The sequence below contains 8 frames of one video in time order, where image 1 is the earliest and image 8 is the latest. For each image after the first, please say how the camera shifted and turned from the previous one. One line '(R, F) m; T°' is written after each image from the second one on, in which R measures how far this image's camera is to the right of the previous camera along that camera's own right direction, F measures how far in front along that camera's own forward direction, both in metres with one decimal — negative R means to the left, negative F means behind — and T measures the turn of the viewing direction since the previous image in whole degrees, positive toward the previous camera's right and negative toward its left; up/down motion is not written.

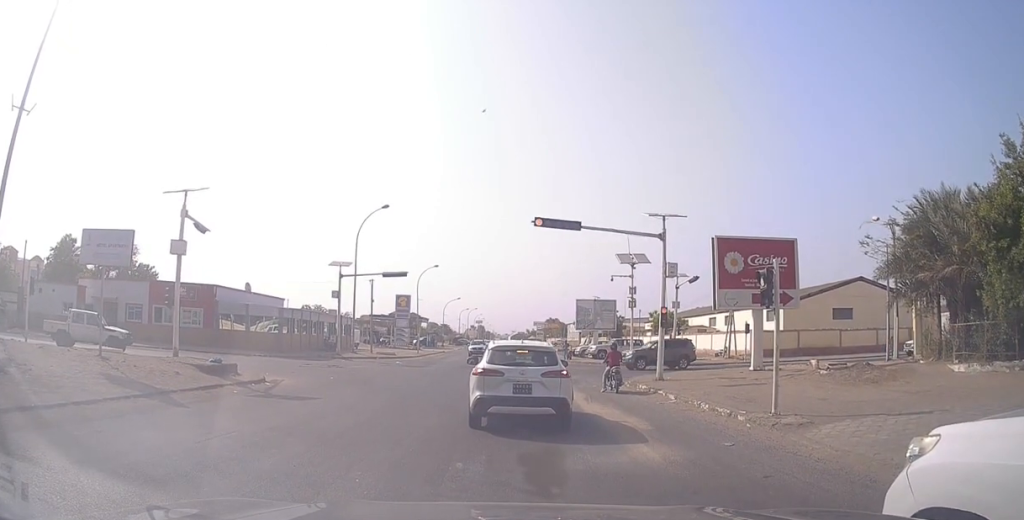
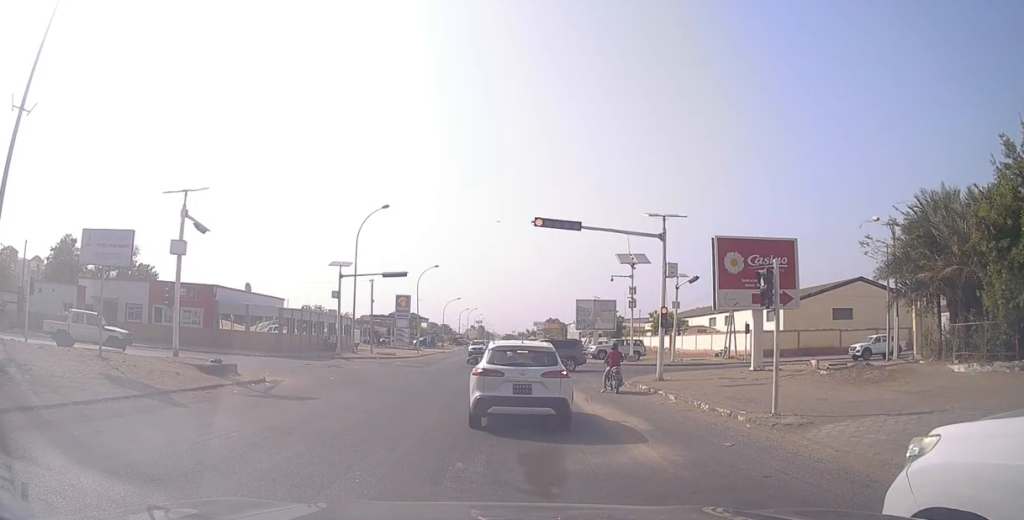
(0.0, 0.0) m; 0°
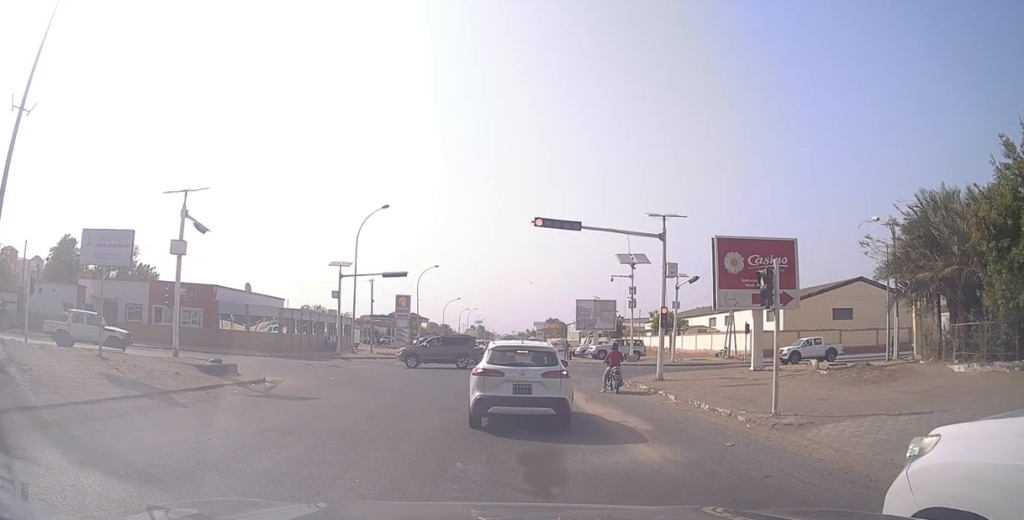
(0.0, 0.0) m; 0°
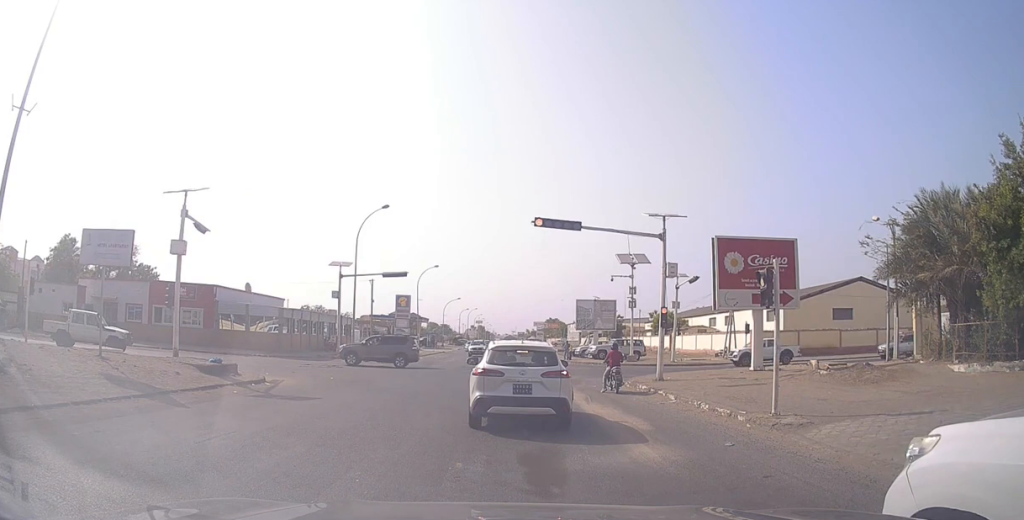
(0.0, 0.0) m; 0°
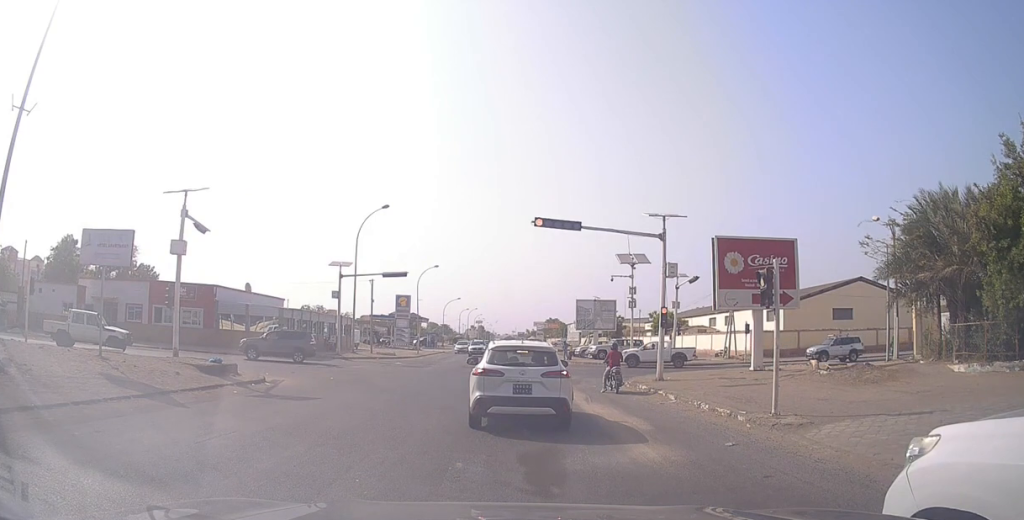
(0.0, 0.0) m; 0°
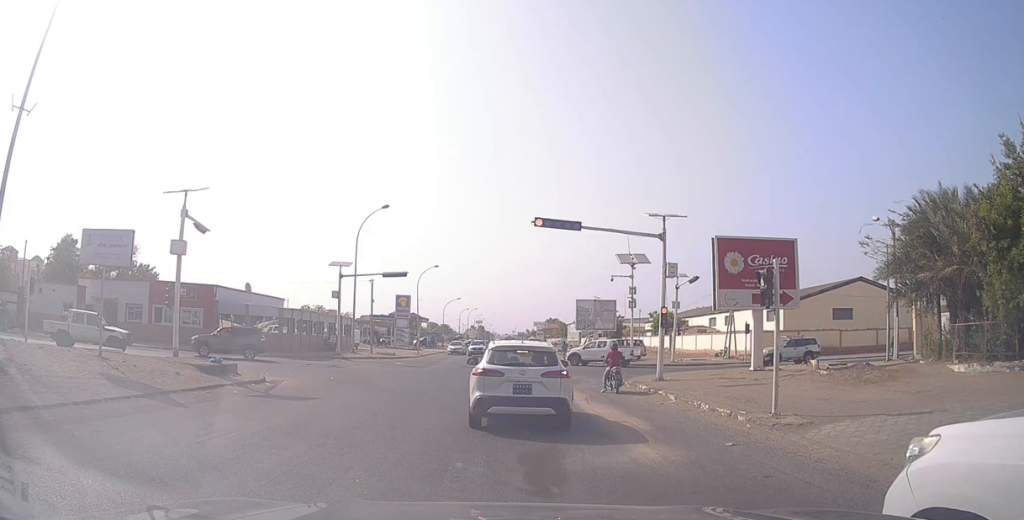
(0.0, 0.0) m; 0°
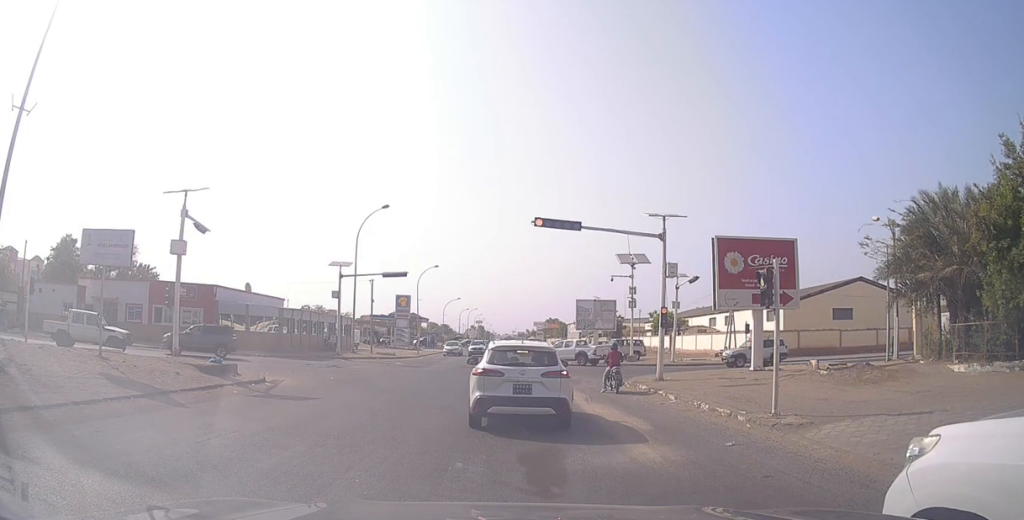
(0.0, 0.0) m; 0°
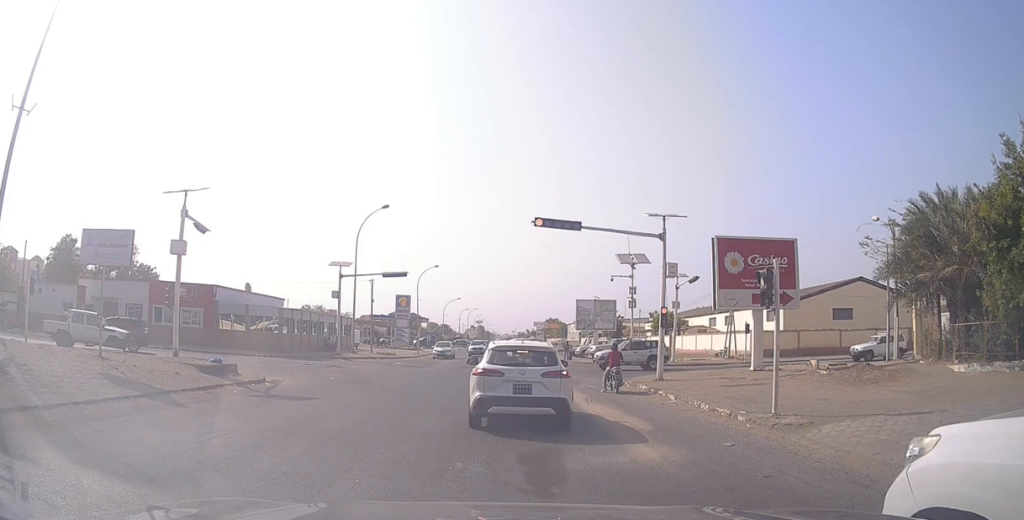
(0.0, 0.0) m; 0°
